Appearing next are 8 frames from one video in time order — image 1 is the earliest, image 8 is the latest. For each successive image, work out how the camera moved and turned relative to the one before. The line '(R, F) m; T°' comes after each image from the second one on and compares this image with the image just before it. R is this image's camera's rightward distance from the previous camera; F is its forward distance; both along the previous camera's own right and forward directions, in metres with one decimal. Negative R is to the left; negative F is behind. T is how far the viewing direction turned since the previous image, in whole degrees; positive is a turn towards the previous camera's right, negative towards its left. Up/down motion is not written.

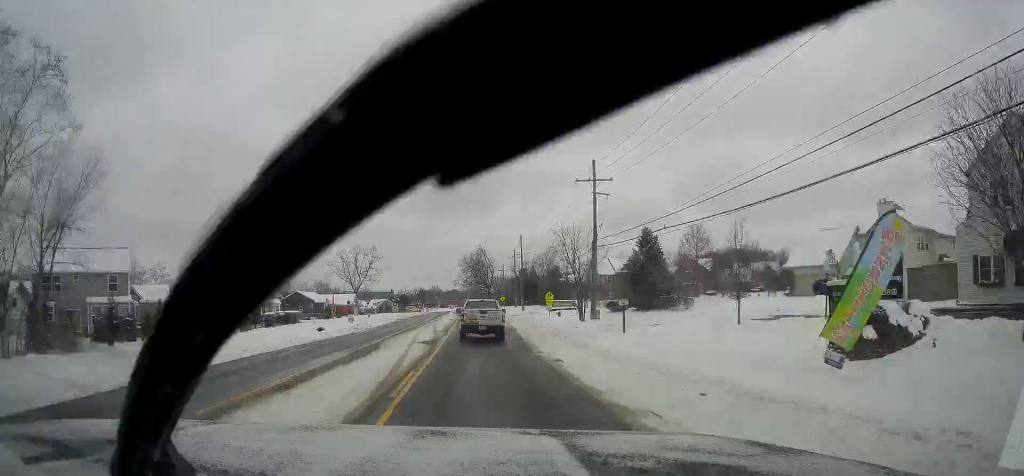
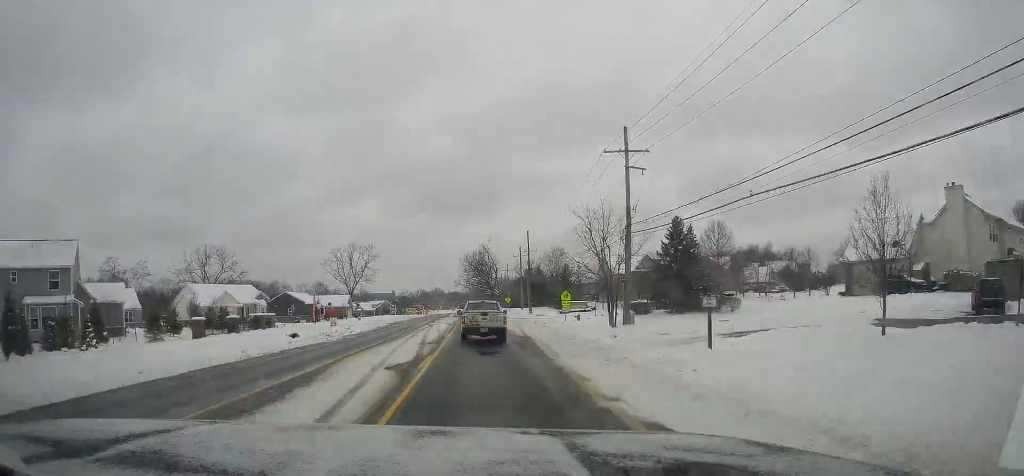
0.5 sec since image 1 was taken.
(0.0, +9.8) m; 0°
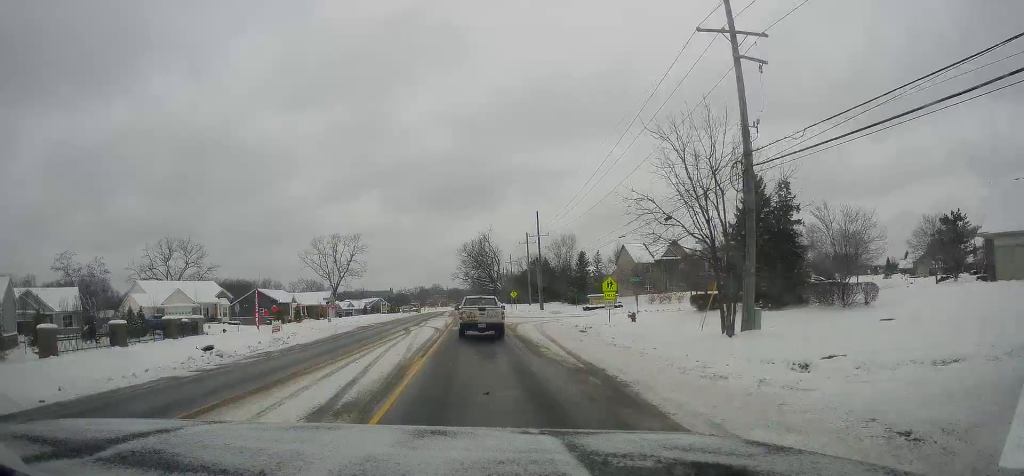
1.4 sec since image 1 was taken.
(+0.1, +17.6) m; -1°
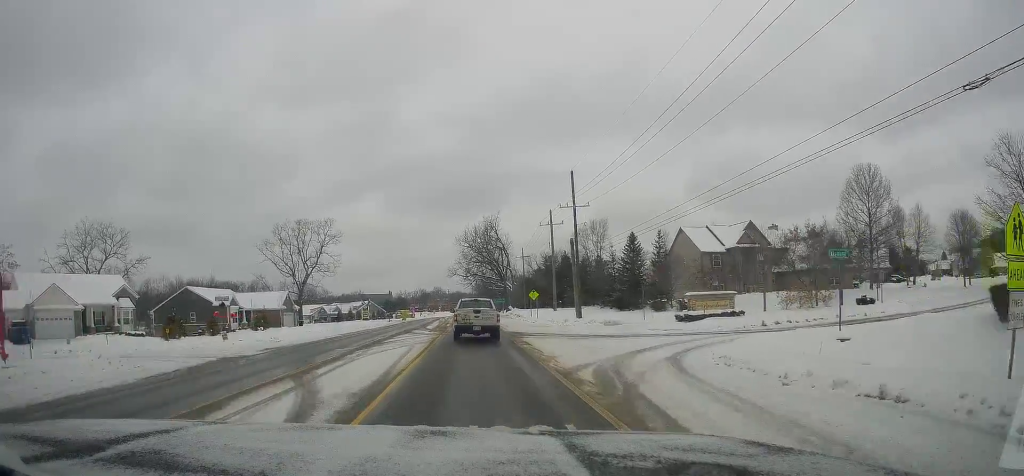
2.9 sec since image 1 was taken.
(-0.1, +29.9) m; +1°
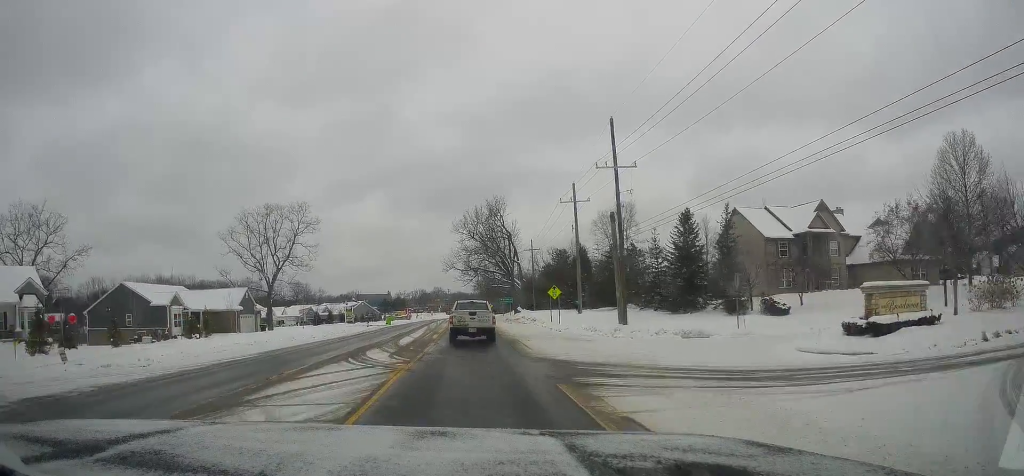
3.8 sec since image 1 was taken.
(0.0, +17.5) m; -1°
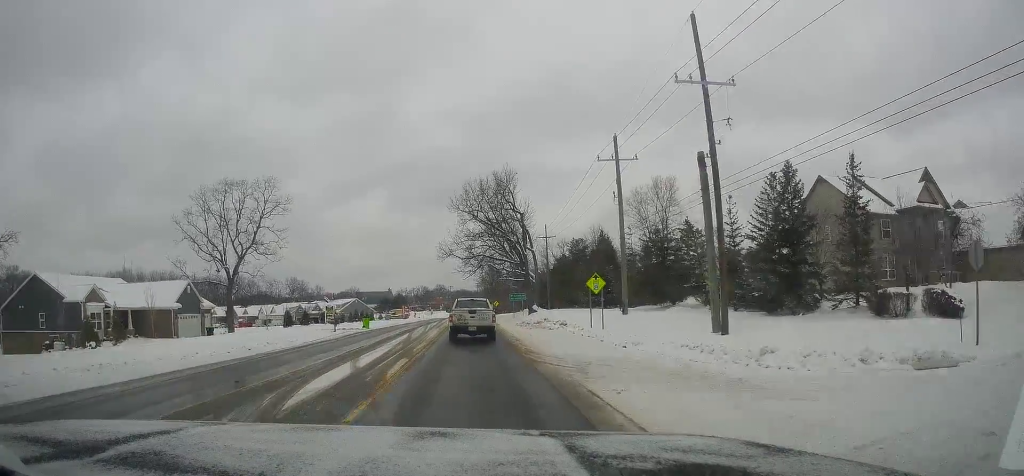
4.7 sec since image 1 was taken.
(-0.4, +16.8) m; -2°
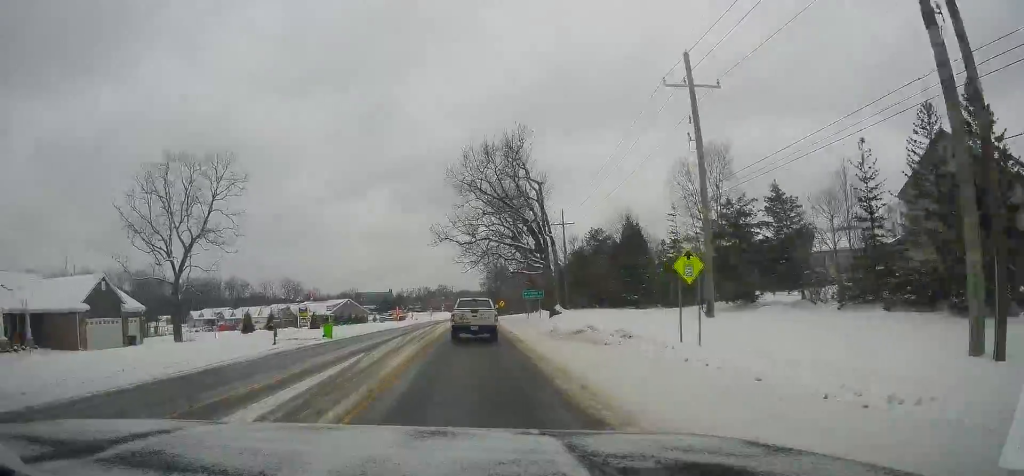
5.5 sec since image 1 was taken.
(-0.2, +15.4) m; 0°
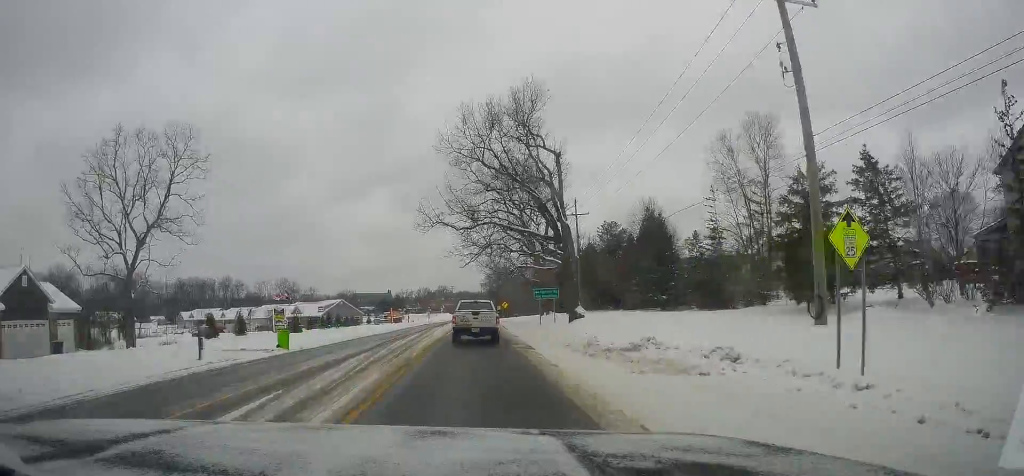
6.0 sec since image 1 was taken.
(+0.1, +9.5) m; +1°
